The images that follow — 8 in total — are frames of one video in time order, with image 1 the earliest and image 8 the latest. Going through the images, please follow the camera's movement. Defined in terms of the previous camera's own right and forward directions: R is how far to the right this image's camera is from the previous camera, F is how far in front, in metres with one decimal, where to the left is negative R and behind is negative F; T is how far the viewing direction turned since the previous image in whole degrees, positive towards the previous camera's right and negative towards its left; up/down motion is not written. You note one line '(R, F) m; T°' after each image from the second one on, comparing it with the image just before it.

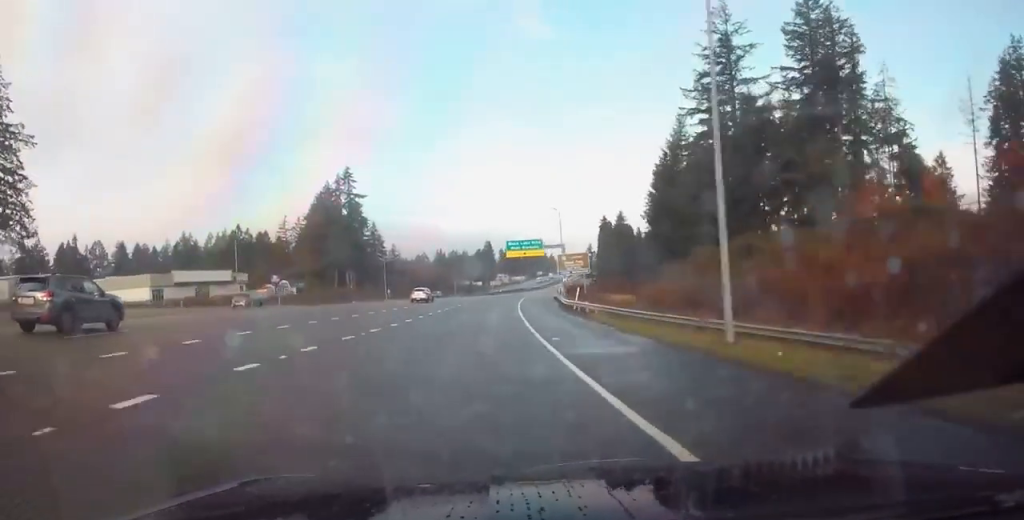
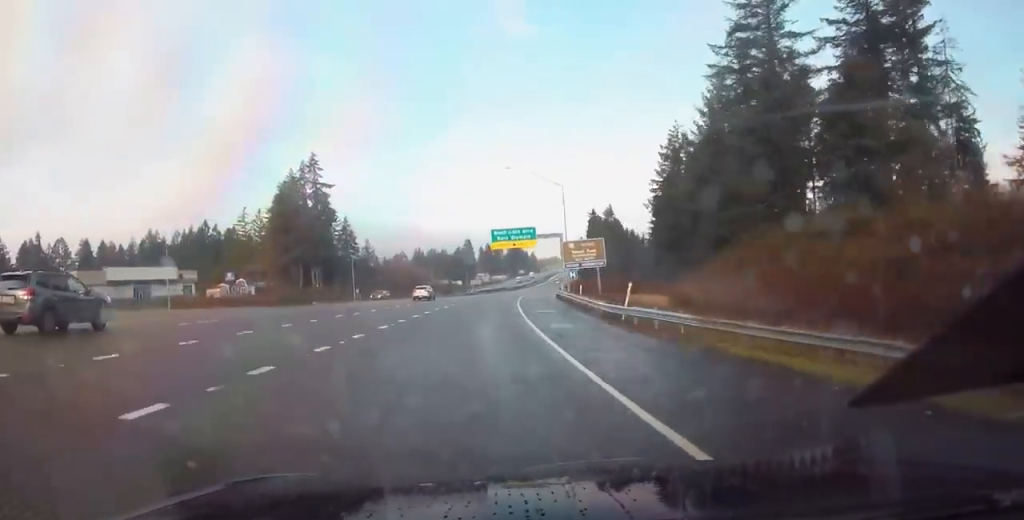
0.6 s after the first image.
(-0.2, +19.2) m; +2°
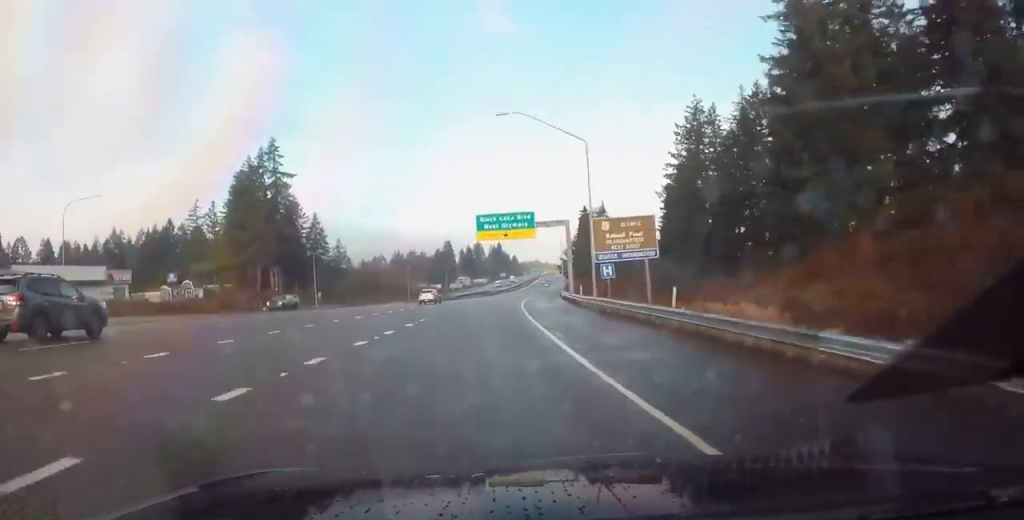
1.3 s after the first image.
(+0.7, +21.0) m; +2°
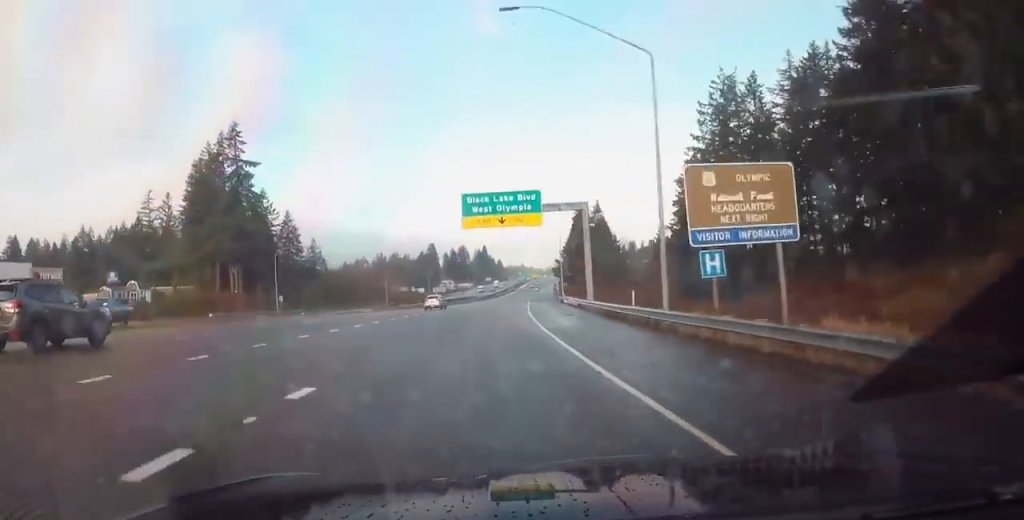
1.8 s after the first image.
(+0.4, +17.7) m; +1°
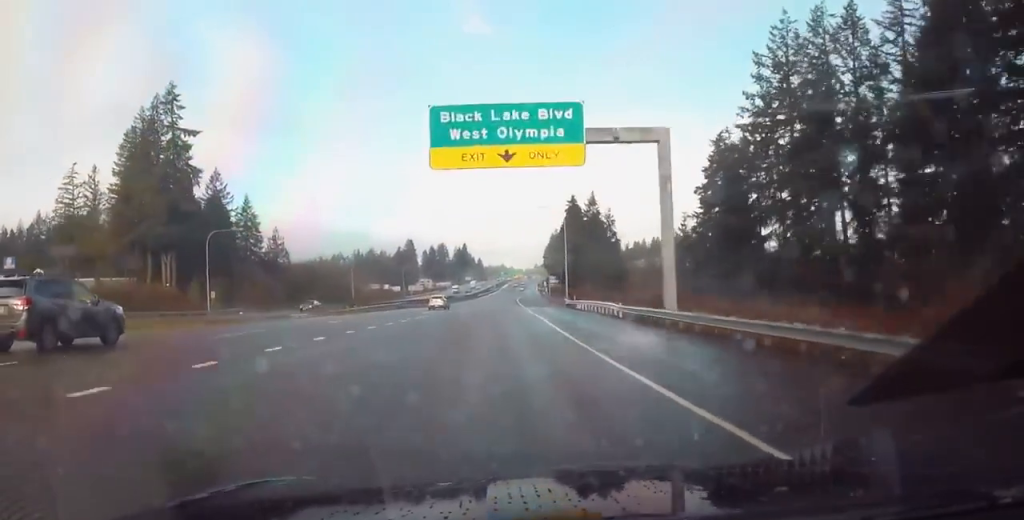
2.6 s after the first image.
(+0.1, +23.7) m; 0°
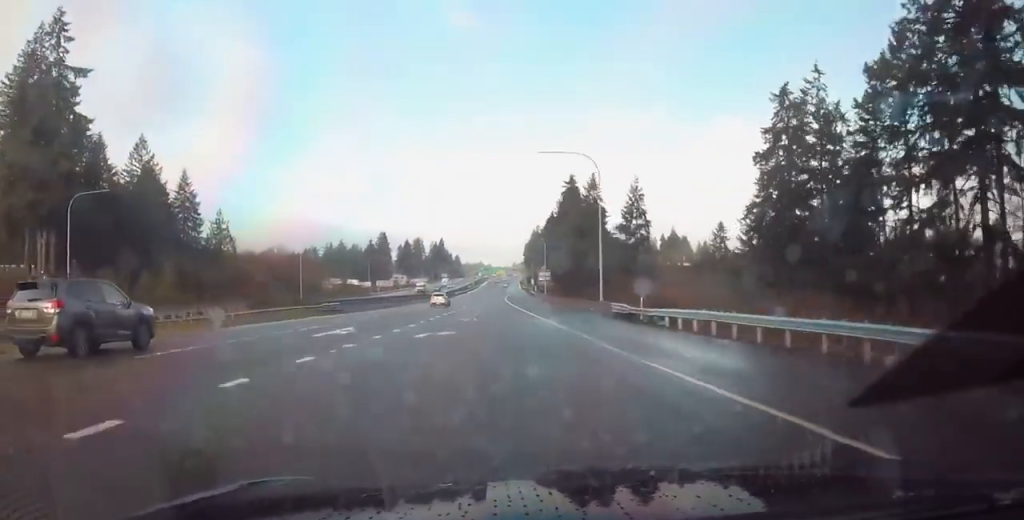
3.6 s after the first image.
(-0.3, +31.8) m; 0°
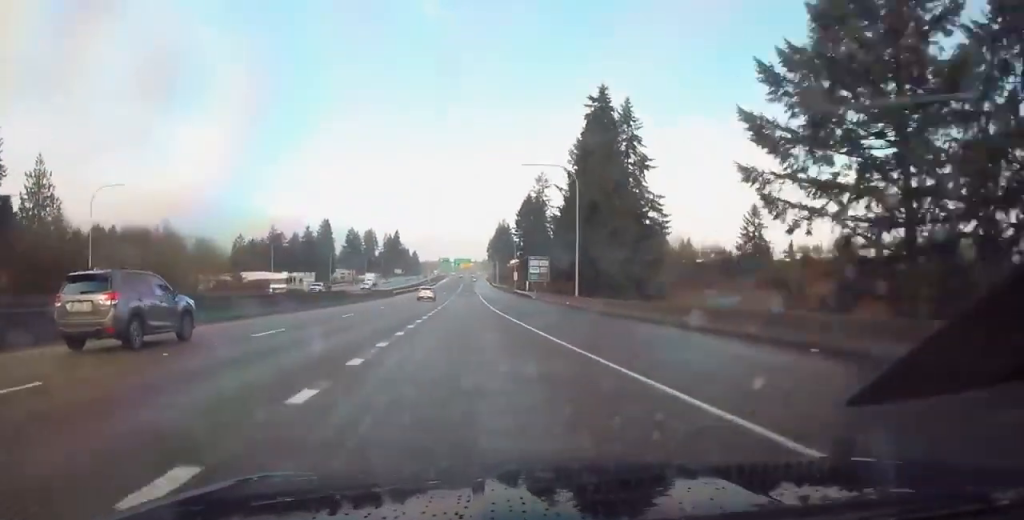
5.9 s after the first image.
(+4.3, +70.6) m; +7°
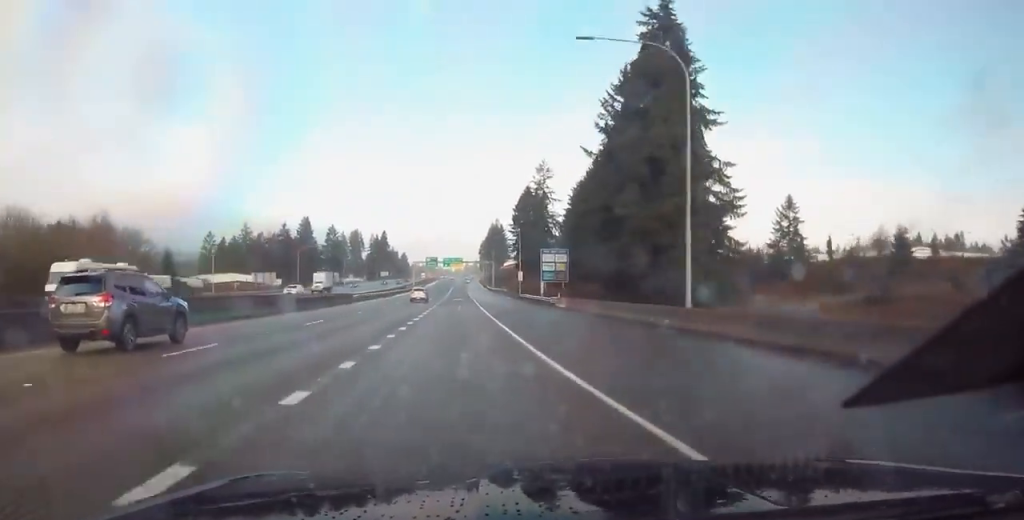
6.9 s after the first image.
(+0.1, +30.7) m; +1°
